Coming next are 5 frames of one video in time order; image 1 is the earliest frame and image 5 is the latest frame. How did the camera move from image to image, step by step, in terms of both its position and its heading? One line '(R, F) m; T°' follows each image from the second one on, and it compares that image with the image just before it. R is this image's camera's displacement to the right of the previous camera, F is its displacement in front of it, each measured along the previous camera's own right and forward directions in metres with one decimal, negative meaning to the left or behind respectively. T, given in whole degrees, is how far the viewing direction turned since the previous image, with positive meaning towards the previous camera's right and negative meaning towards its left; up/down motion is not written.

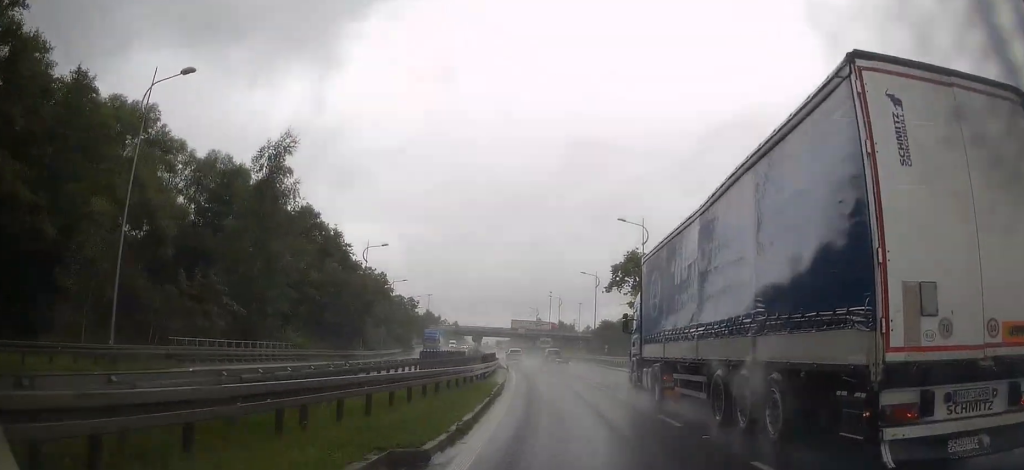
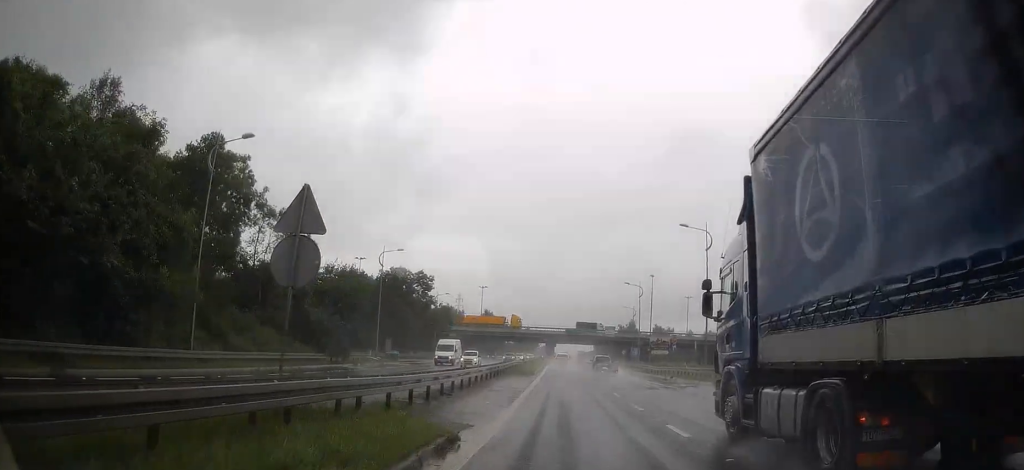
(-4.4, +67.5) m; -5°
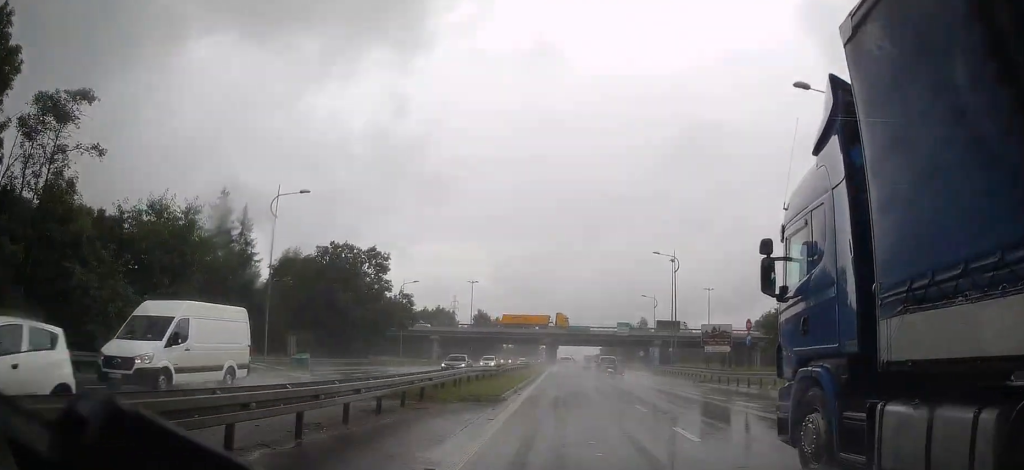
(+0.1, +24.8) m; 0°
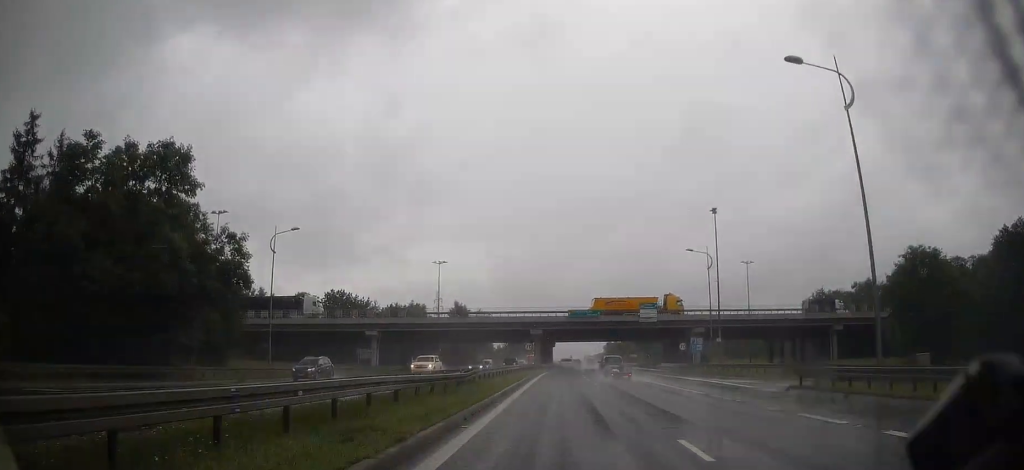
(0.0, +37.8) m; 0°
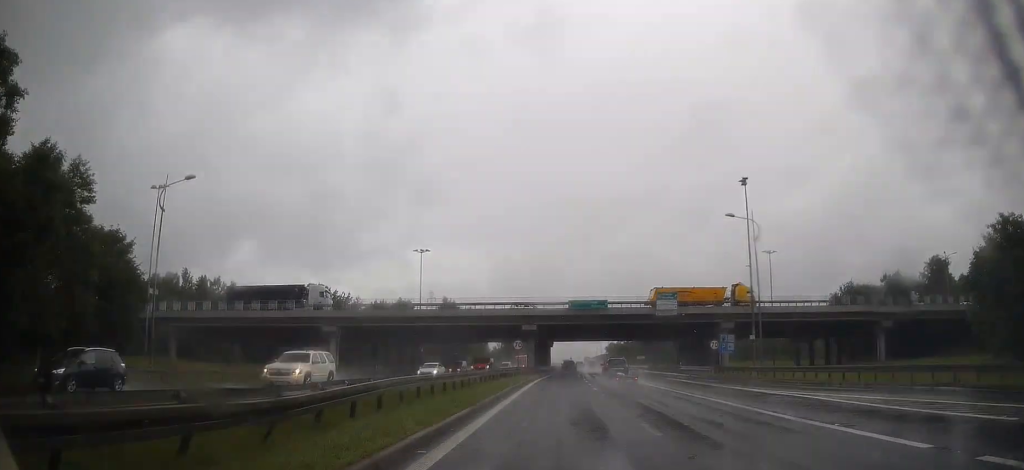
(0.0, +14.6) m; 0°
